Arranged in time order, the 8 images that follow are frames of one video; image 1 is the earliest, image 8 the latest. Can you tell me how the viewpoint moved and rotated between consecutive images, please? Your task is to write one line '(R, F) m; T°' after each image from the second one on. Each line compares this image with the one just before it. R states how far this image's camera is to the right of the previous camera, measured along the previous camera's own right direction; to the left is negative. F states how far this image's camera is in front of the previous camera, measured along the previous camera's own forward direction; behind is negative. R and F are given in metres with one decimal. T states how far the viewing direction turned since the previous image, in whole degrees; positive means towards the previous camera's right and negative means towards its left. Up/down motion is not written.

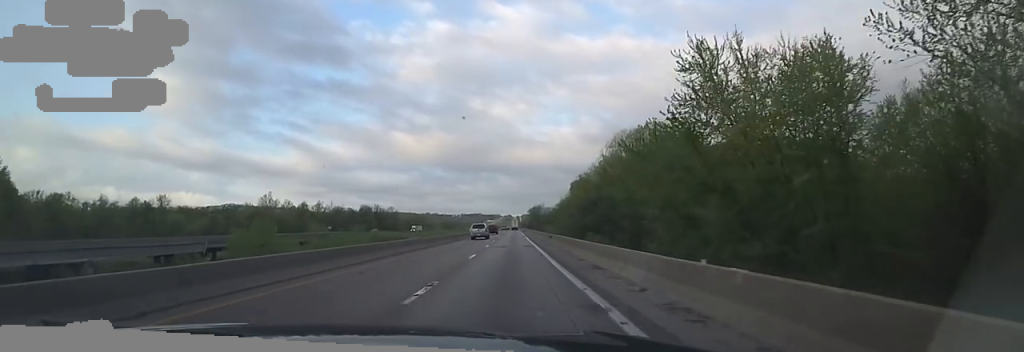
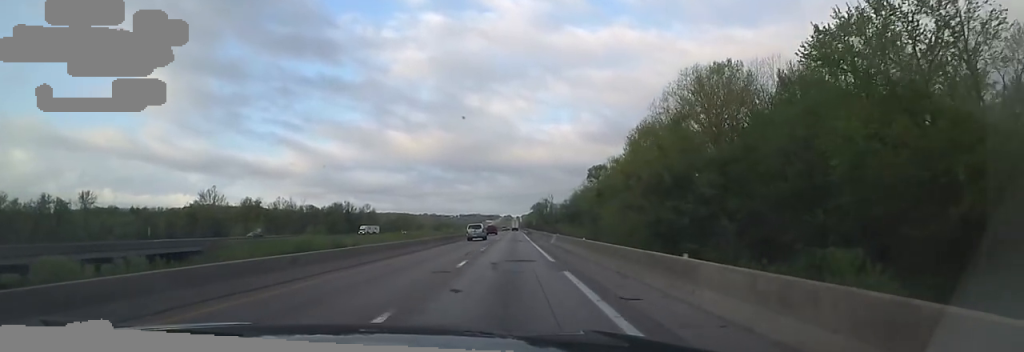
(-0.4, +54.2) m; -2°
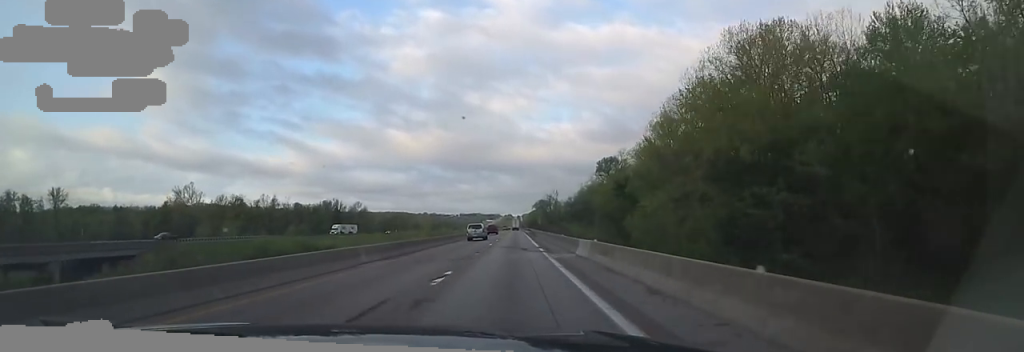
(0.0, +17.1) m; 0°
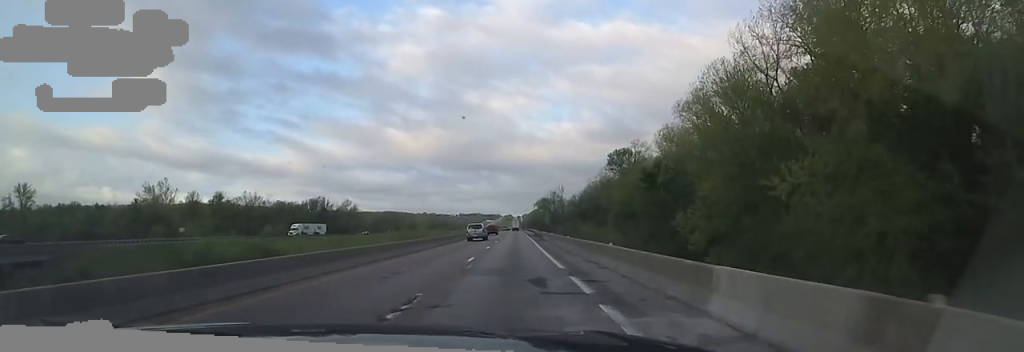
(+0.2, +17.1) m; 0°
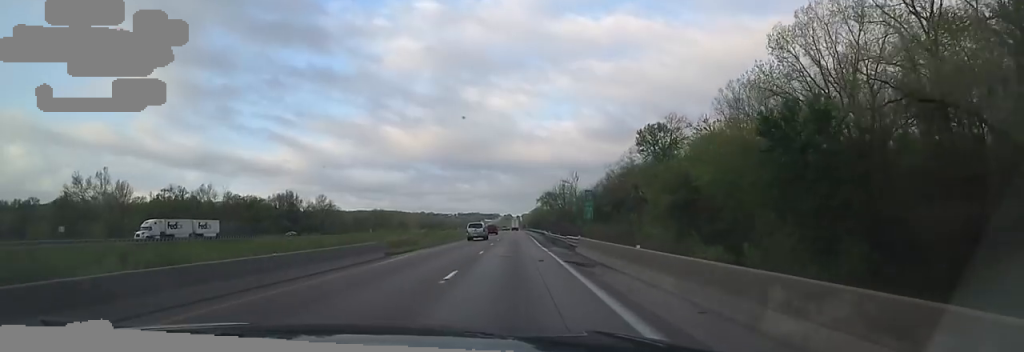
(-0.2, +32.4) m; 0°
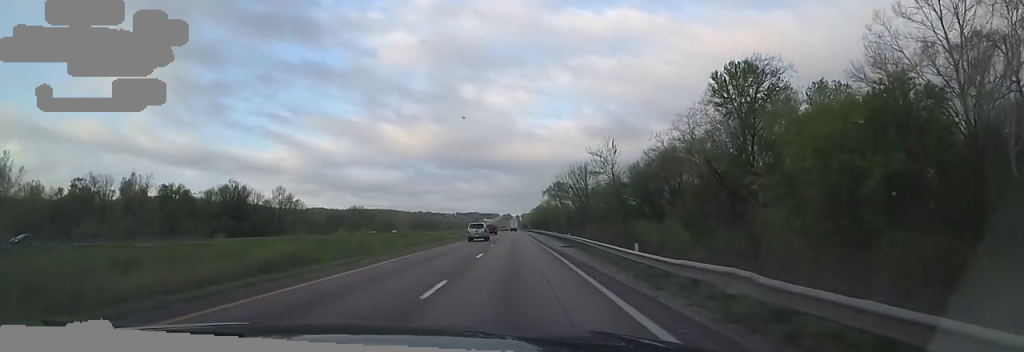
(+0.3, +39.4) m; +2°
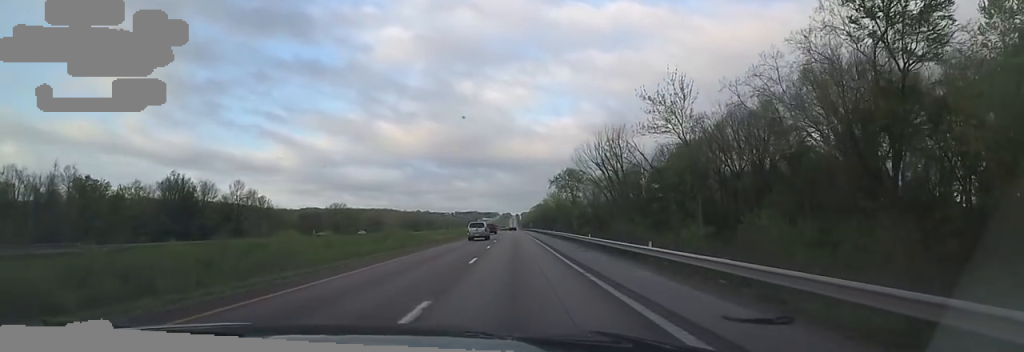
(+0.6, +28.2) m; -1°
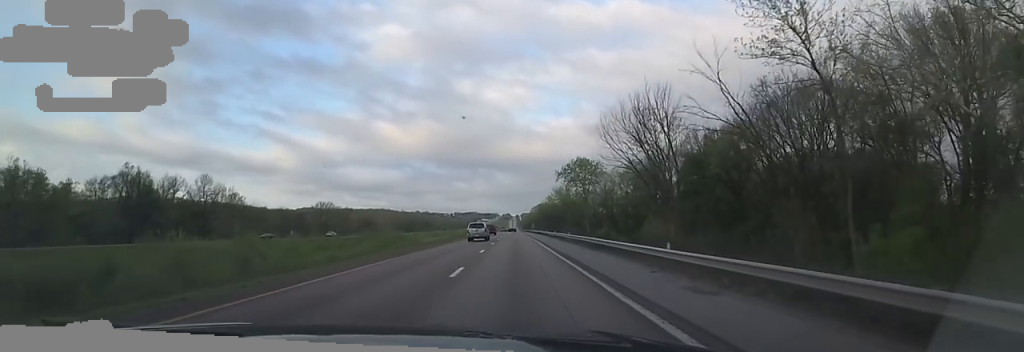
(0.0, +17.6) m; -1°
